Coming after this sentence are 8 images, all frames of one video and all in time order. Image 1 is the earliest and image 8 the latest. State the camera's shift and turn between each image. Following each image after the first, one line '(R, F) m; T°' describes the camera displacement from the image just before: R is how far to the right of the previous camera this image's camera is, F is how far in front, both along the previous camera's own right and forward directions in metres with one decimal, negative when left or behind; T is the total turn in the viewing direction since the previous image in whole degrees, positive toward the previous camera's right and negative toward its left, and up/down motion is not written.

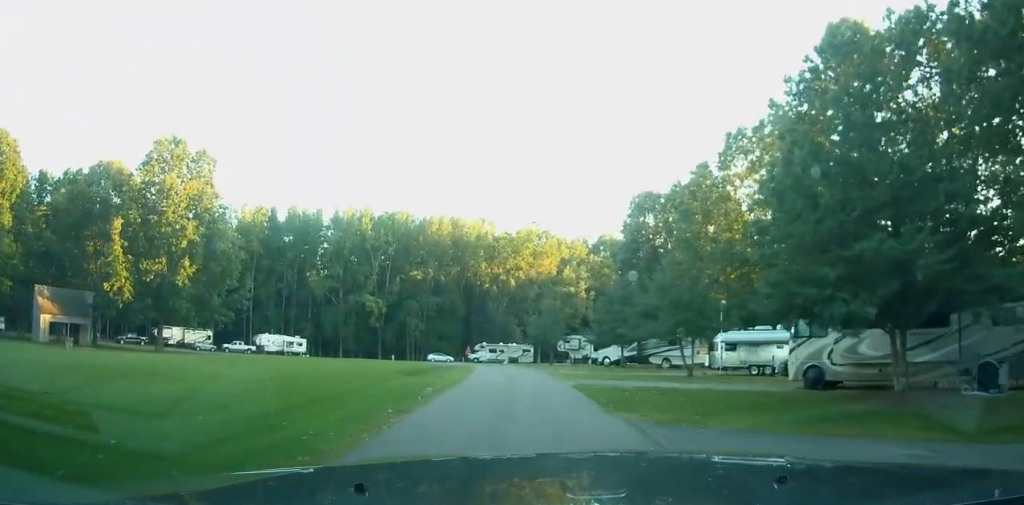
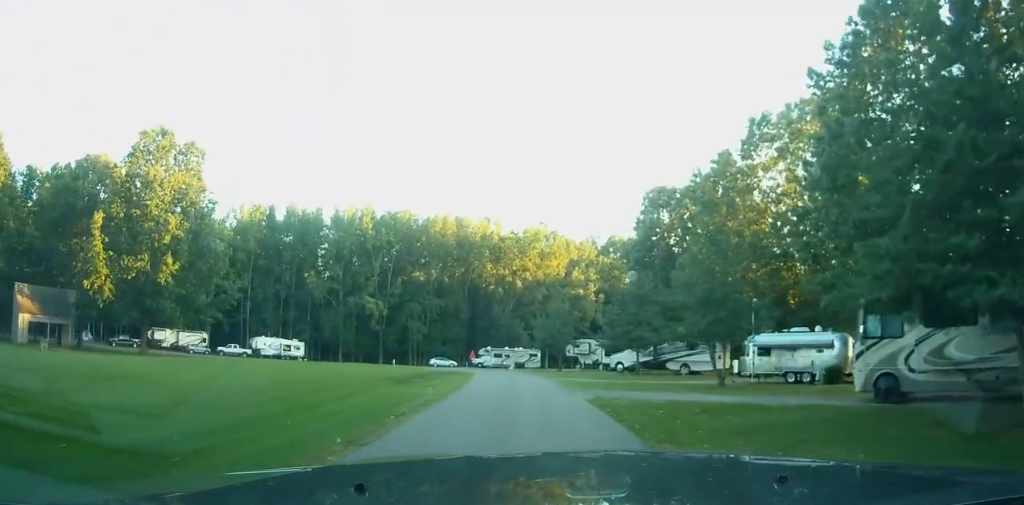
(0.0, +4.1) m; 0°
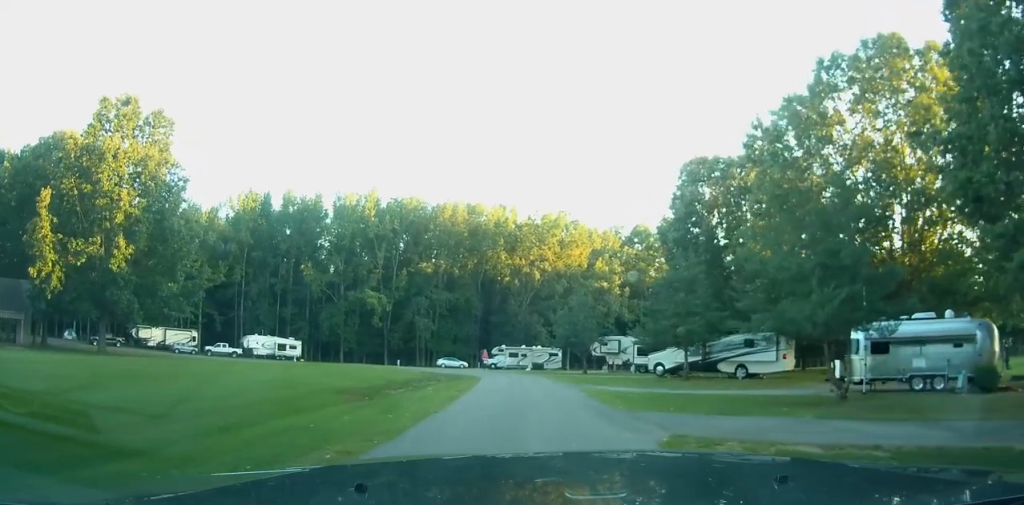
(0.0, +9.6) m; -1°
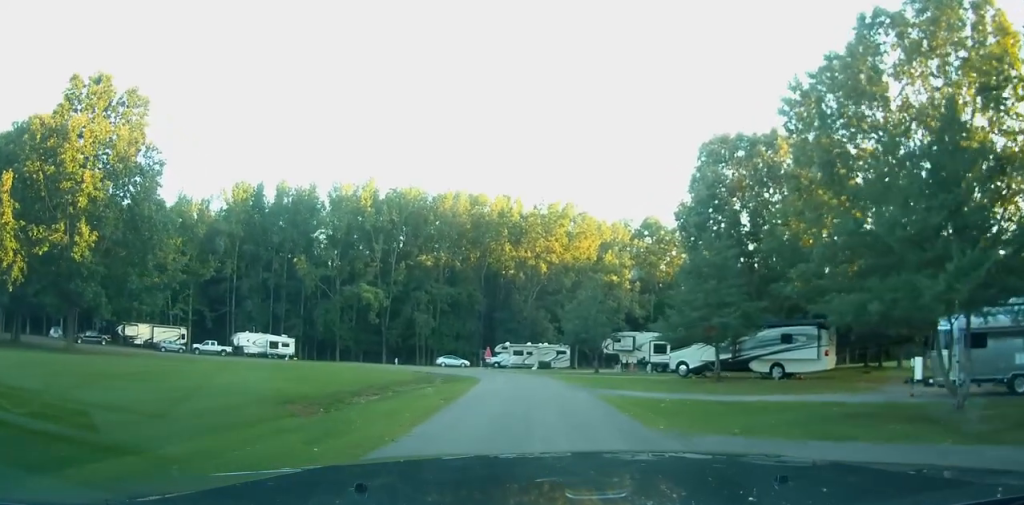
(-0.1, +5.1) m; -1°
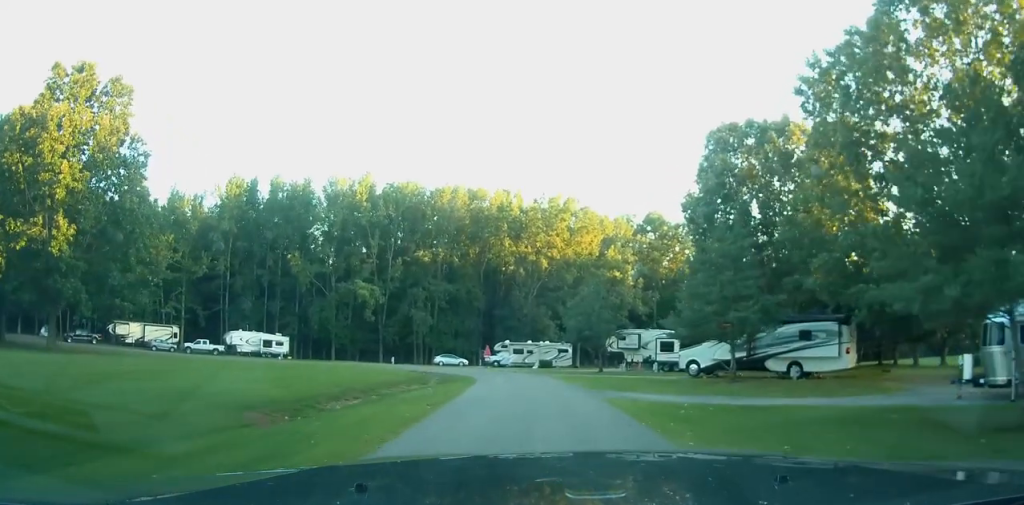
(0.0, +2.5) m; 0°
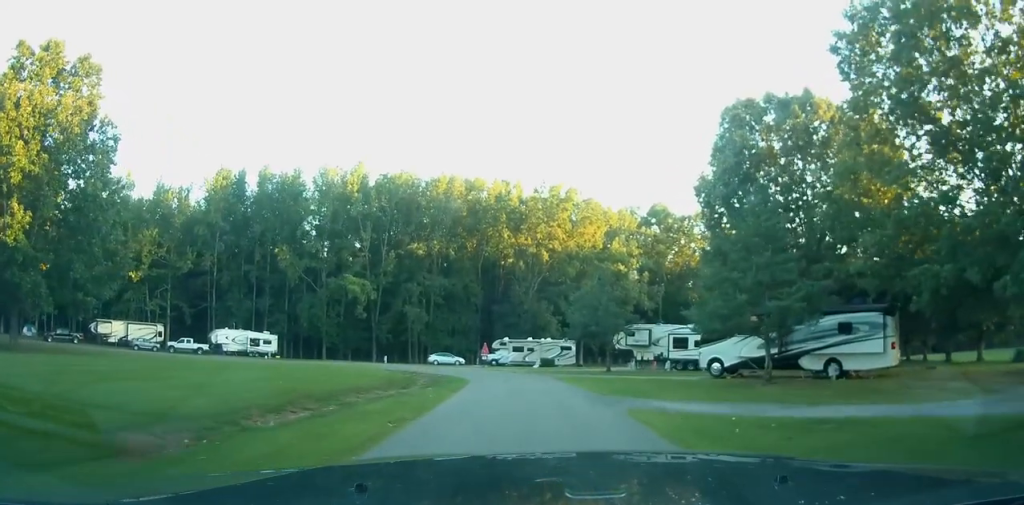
(0.0, +4.5) m; -1°
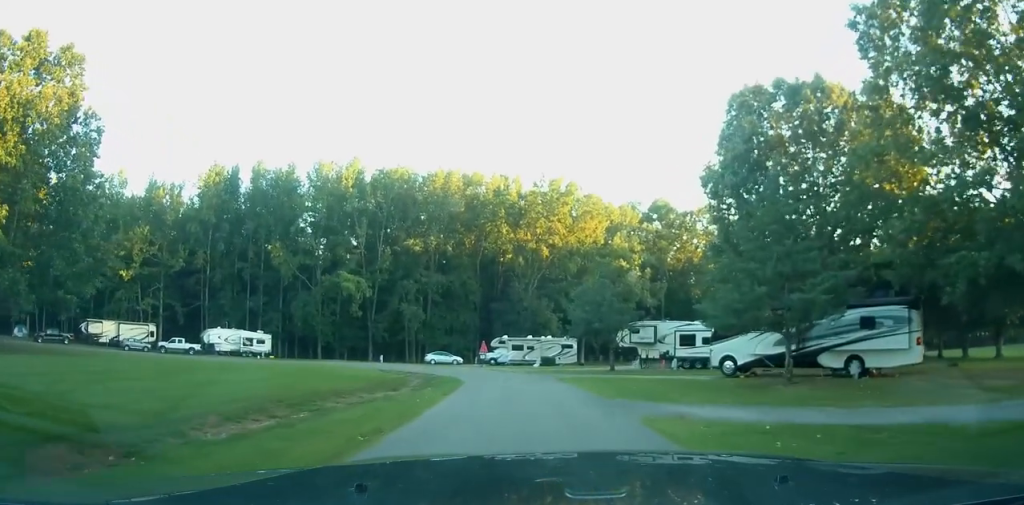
(0.0, +2.2) m; -1°
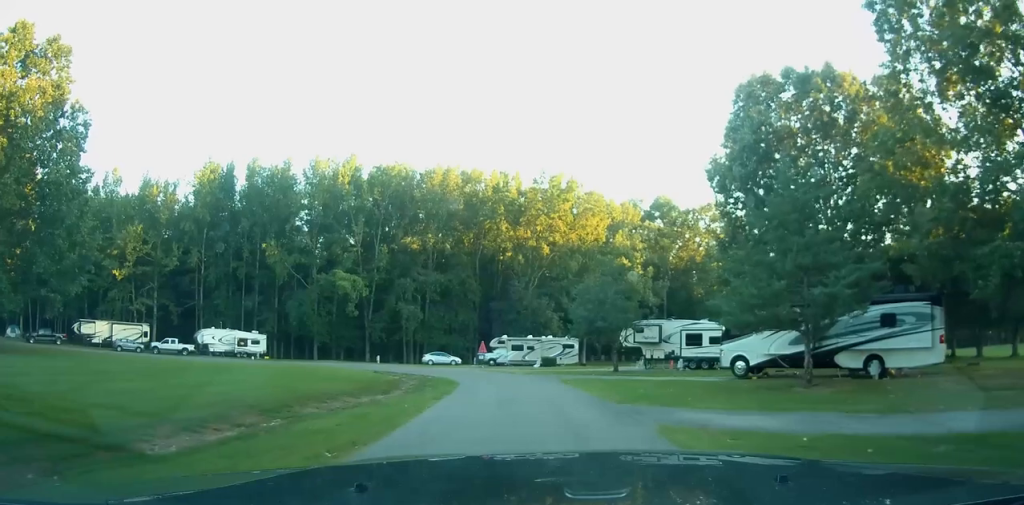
(0.0, +1.7) m; +1°
